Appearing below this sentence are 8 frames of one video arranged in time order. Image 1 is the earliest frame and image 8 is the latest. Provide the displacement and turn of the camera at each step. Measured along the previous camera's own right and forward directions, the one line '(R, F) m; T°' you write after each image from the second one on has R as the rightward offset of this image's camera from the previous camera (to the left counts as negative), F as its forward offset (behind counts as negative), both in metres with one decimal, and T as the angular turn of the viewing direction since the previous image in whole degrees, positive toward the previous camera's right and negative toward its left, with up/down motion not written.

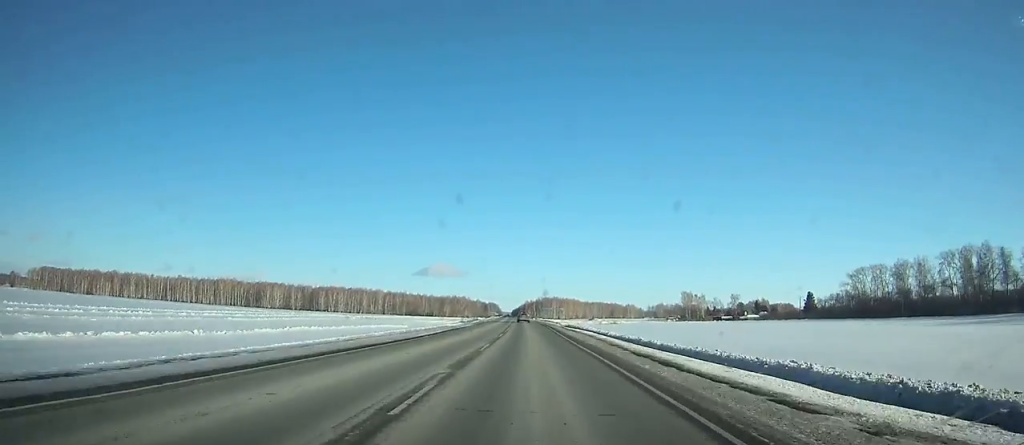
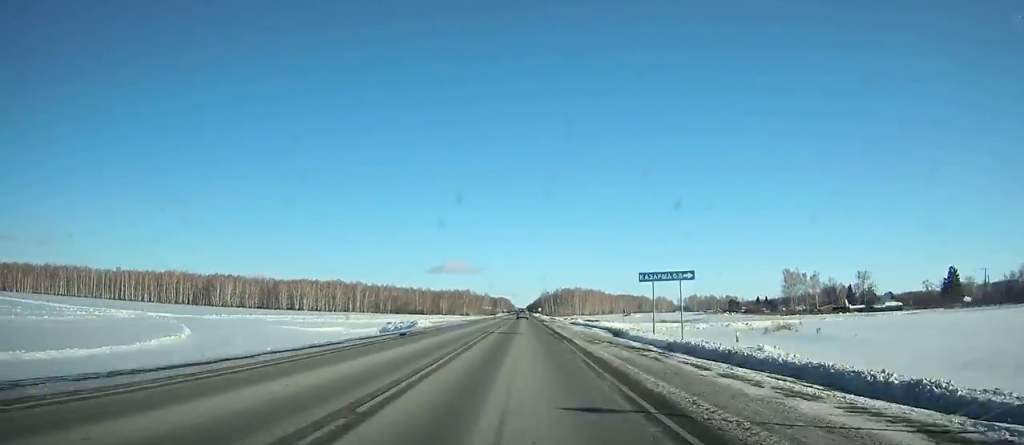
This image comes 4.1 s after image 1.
(-1.6, +112.6) m; -1°
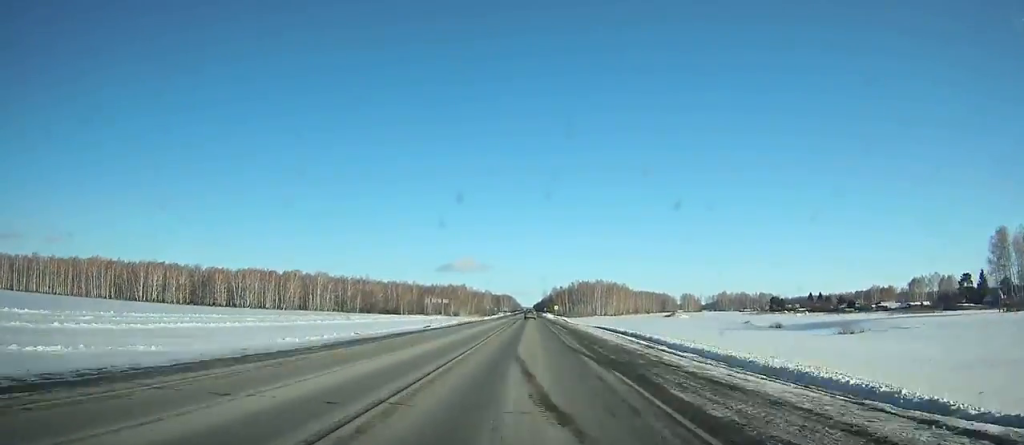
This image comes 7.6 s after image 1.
(-0.9, +102.8) m; -1°
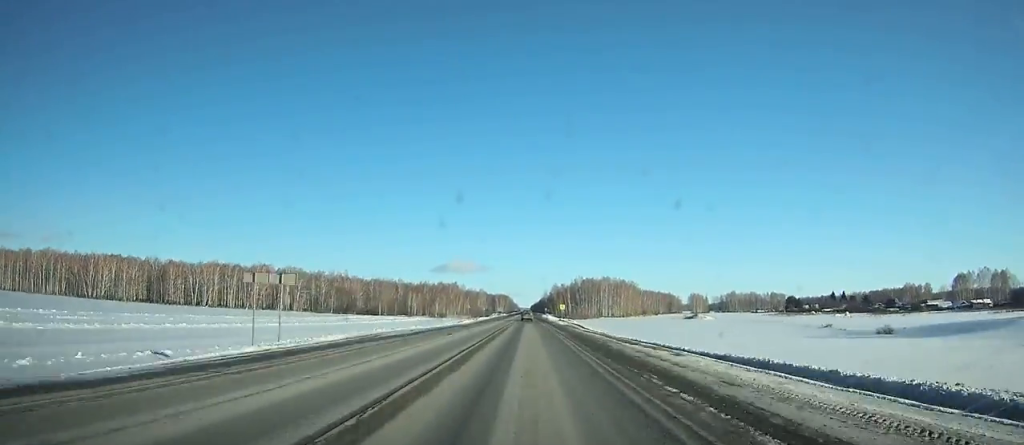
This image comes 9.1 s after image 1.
(0.0, +43.8) m; 0°
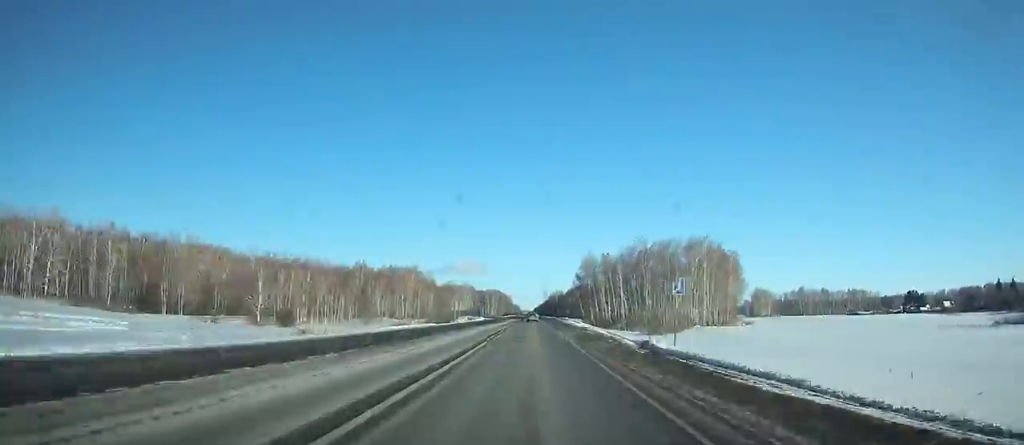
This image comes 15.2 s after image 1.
(+0.1, +170.8) m; 0°
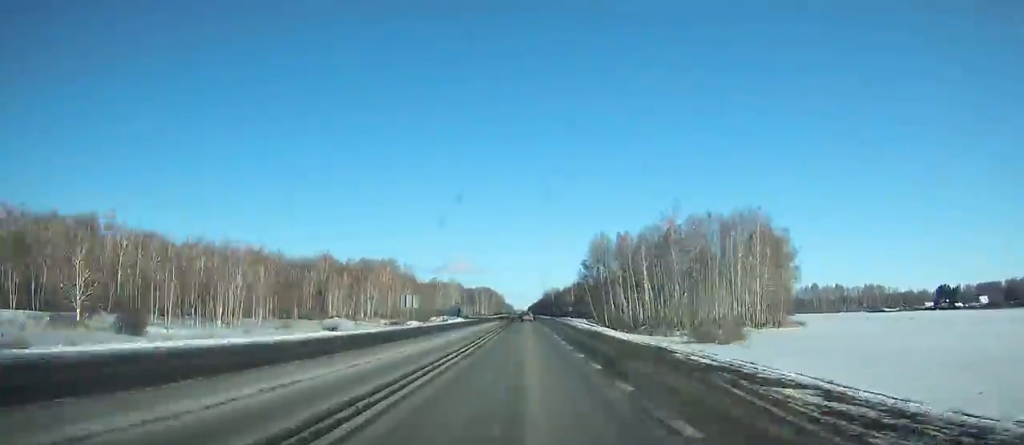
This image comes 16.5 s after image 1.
(0.0, +35.1) m; 0°
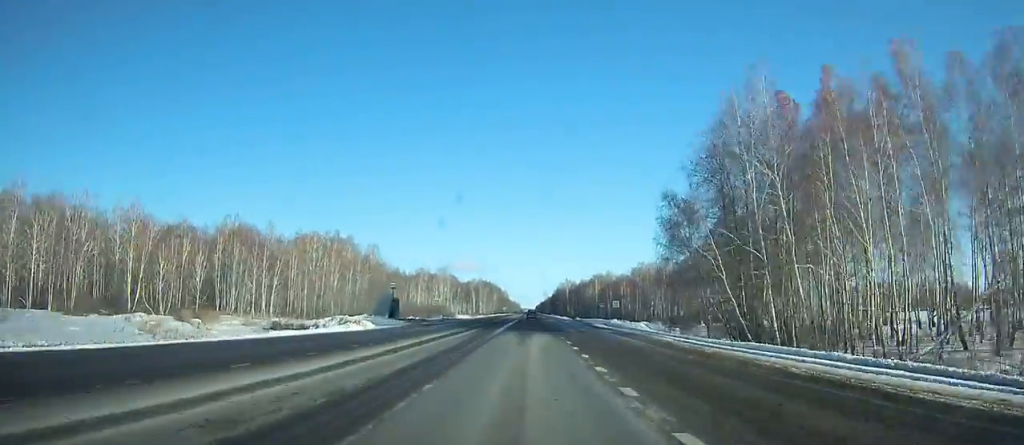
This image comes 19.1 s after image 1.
(+0.1, +72.8) m; 0°
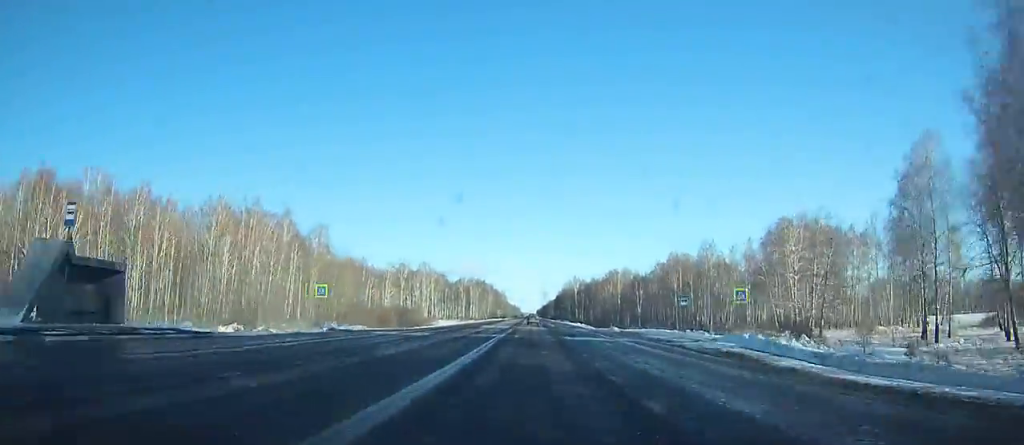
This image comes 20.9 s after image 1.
(-0.1, +51.9) m; 0°
